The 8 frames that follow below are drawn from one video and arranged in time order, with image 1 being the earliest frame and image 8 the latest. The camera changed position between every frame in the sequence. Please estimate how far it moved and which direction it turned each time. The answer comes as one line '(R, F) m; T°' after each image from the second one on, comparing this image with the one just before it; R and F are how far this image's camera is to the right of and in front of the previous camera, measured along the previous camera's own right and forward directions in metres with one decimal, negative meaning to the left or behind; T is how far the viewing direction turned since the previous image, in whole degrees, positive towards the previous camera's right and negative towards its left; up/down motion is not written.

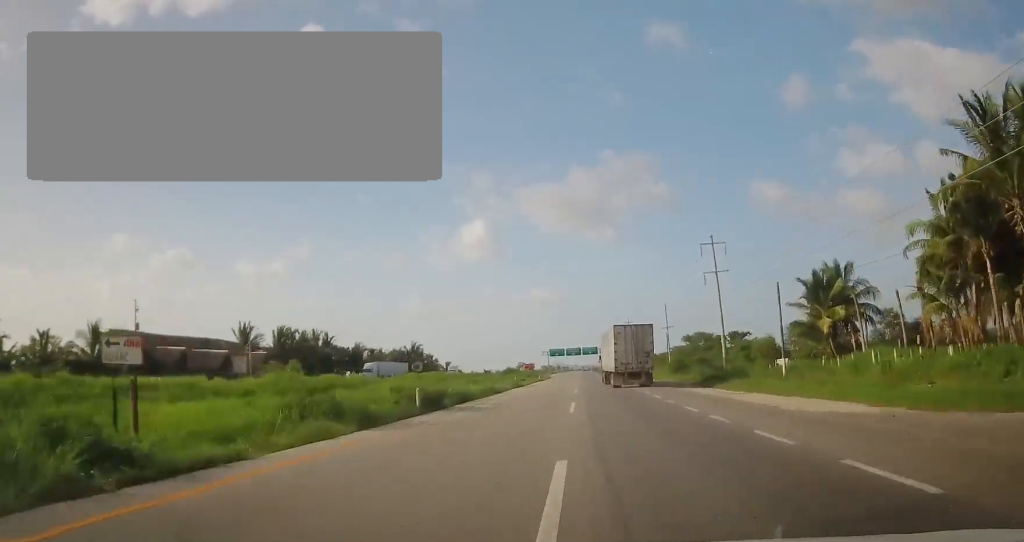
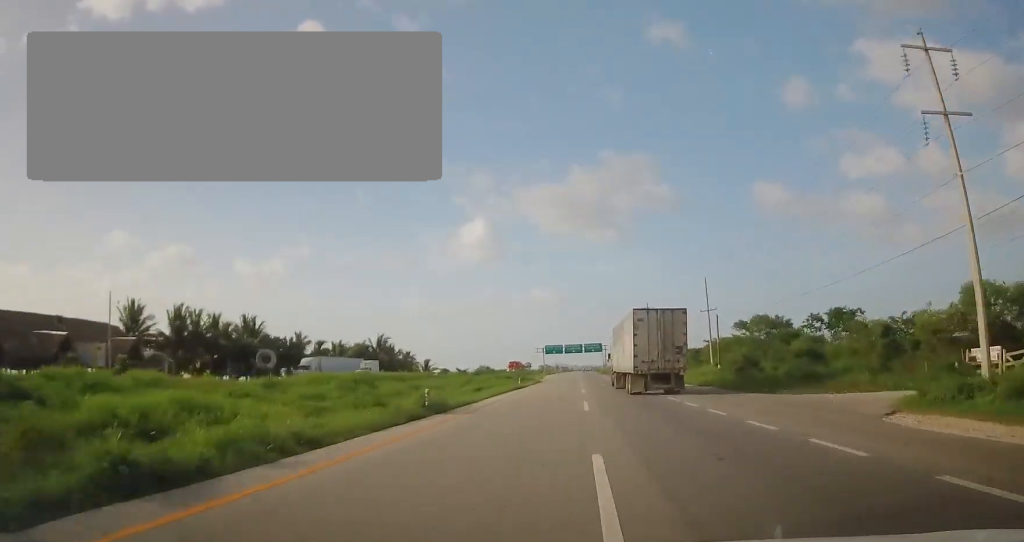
(0.0, +30.5) m; 0°
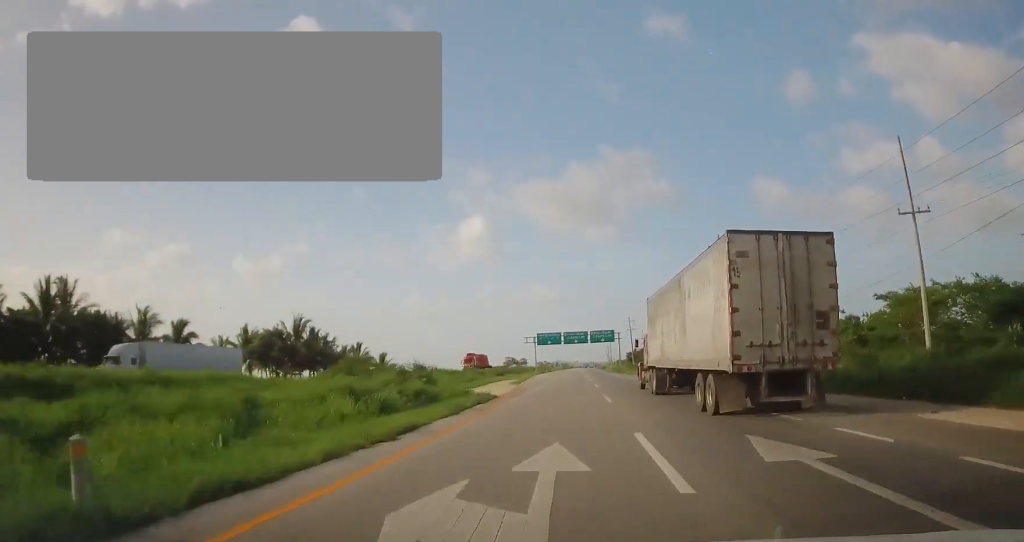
(-0.1, +44.7) m; 0°
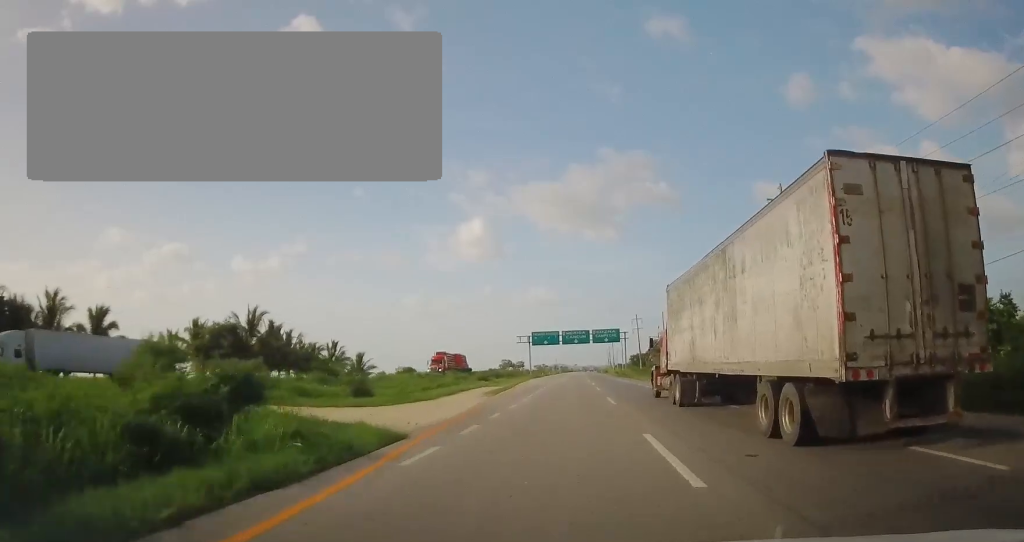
(+0.1, +14.9) m; 0°
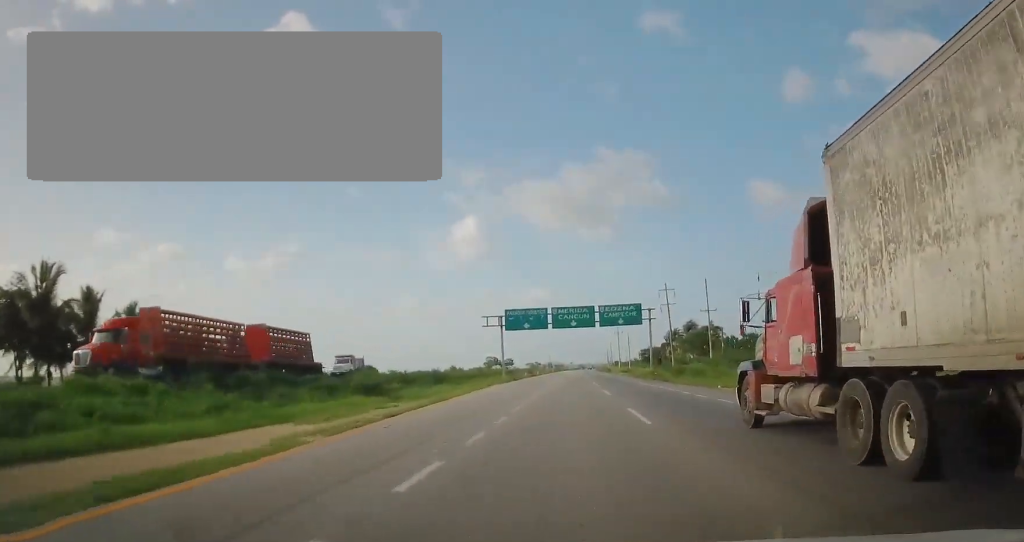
(+0.4, +39.4) m; +2°
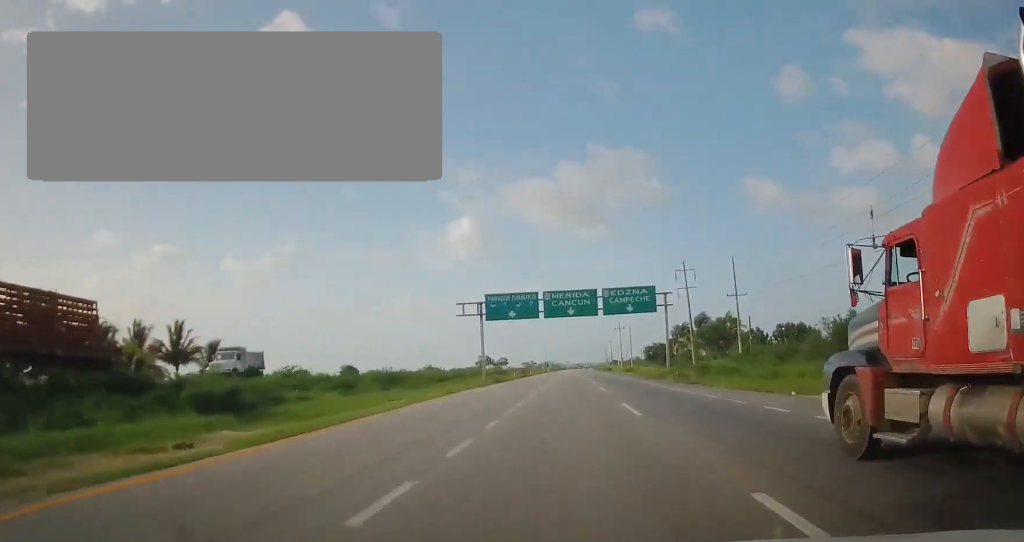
(+0.2, +14.2) m; +1°
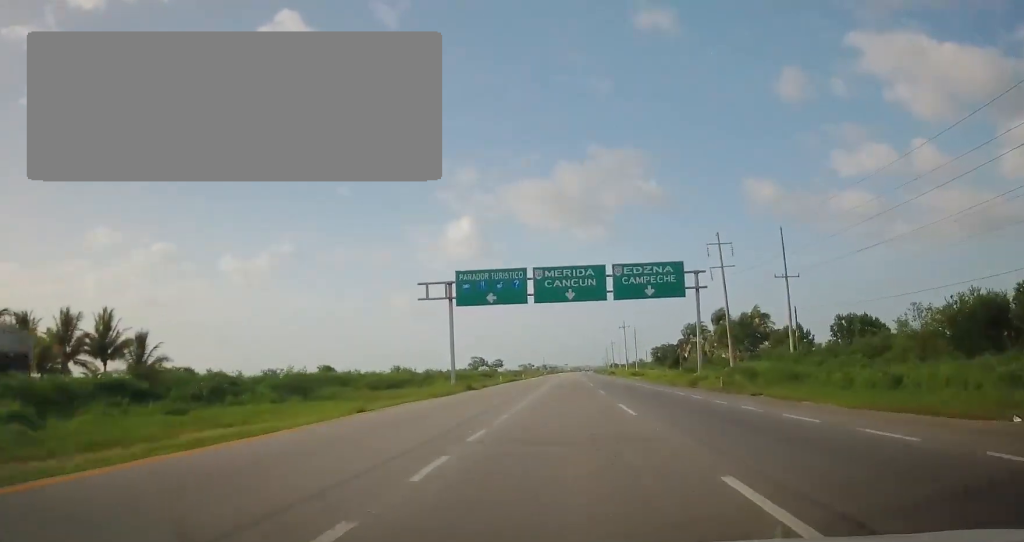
(-0.1, +14.6) m; 0°
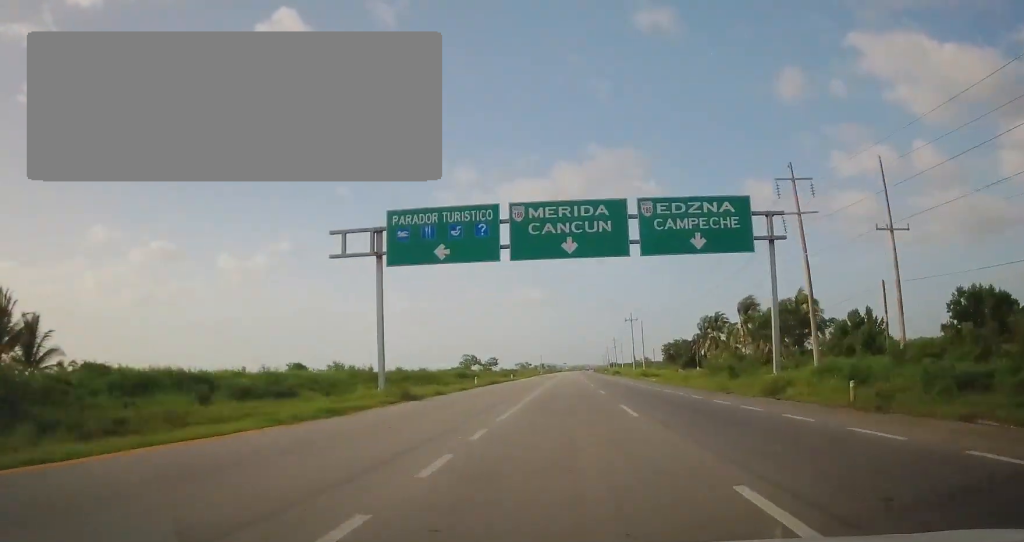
(0.0, +16.4) m; 0°
